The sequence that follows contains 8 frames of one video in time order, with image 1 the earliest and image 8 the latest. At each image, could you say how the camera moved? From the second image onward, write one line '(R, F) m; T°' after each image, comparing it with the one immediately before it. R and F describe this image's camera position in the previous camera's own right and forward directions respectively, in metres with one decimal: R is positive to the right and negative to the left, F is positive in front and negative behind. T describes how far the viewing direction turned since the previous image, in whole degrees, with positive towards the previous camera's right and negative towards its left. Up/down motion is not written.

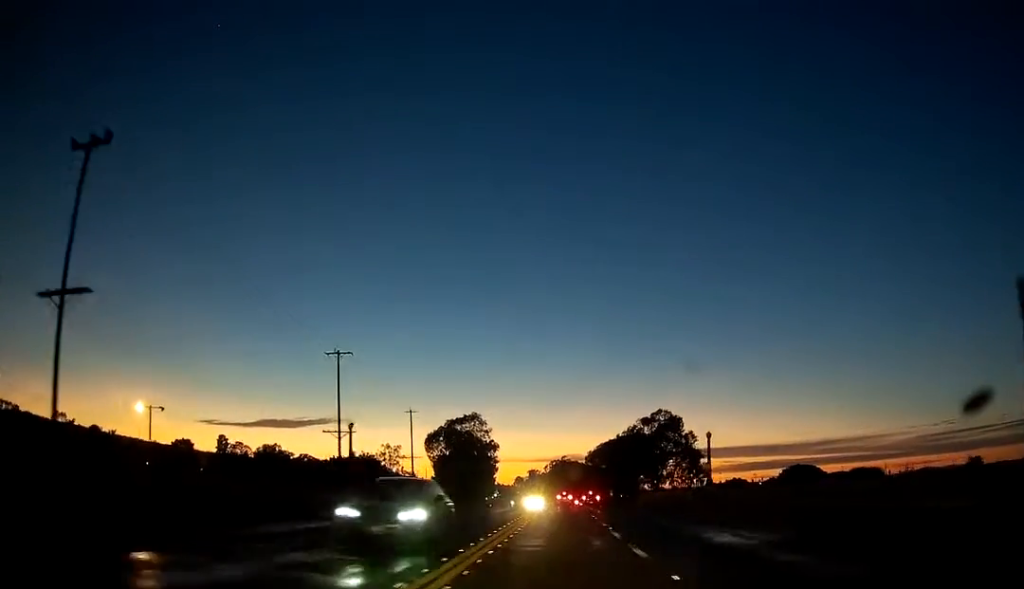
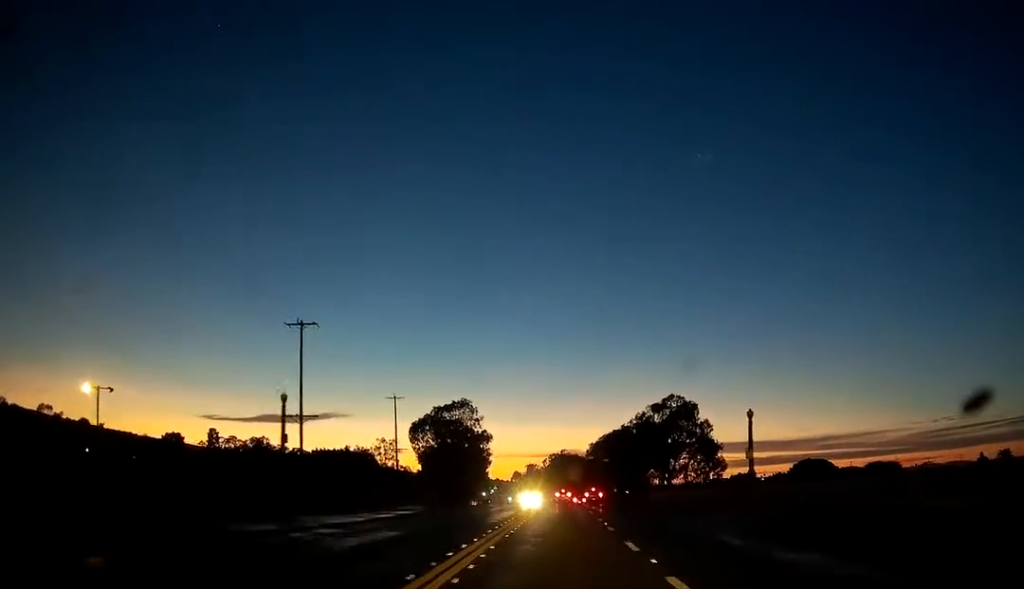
(0.0, +12.1) m; 0°
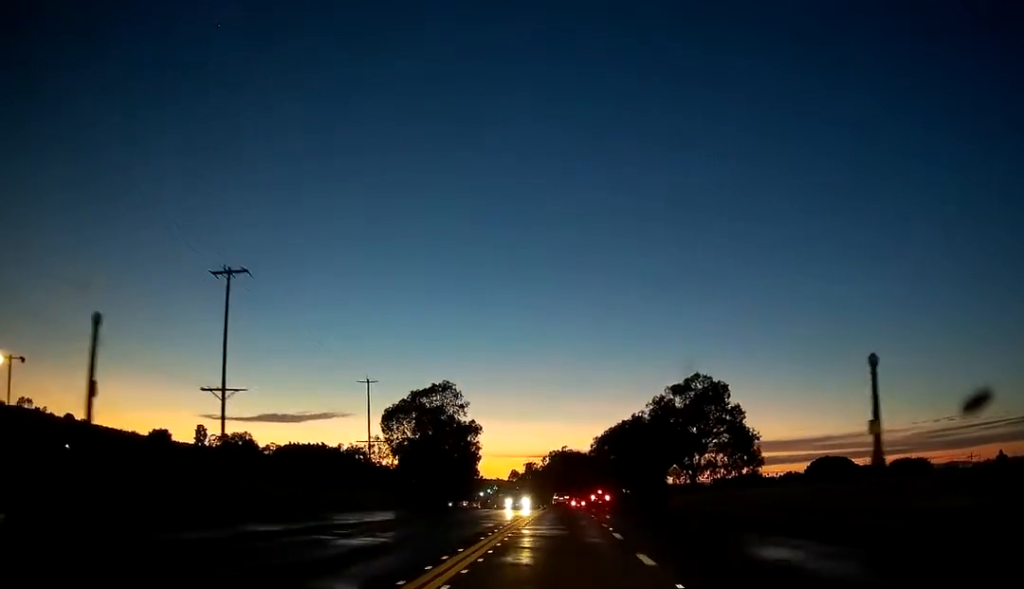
(0.0, +16.8) m; 0°
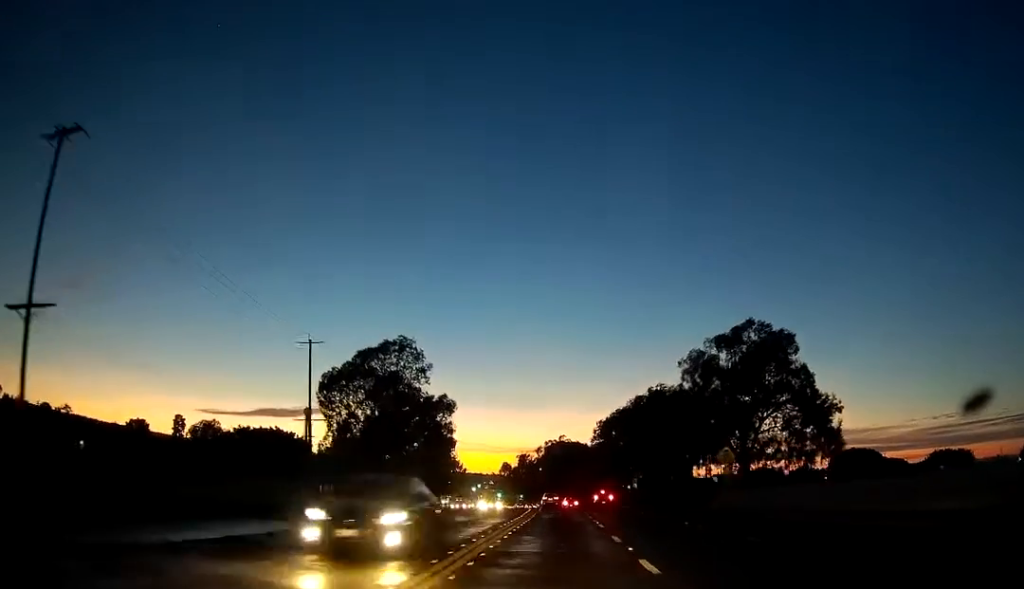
(-0.2, +22.9) m; -1°
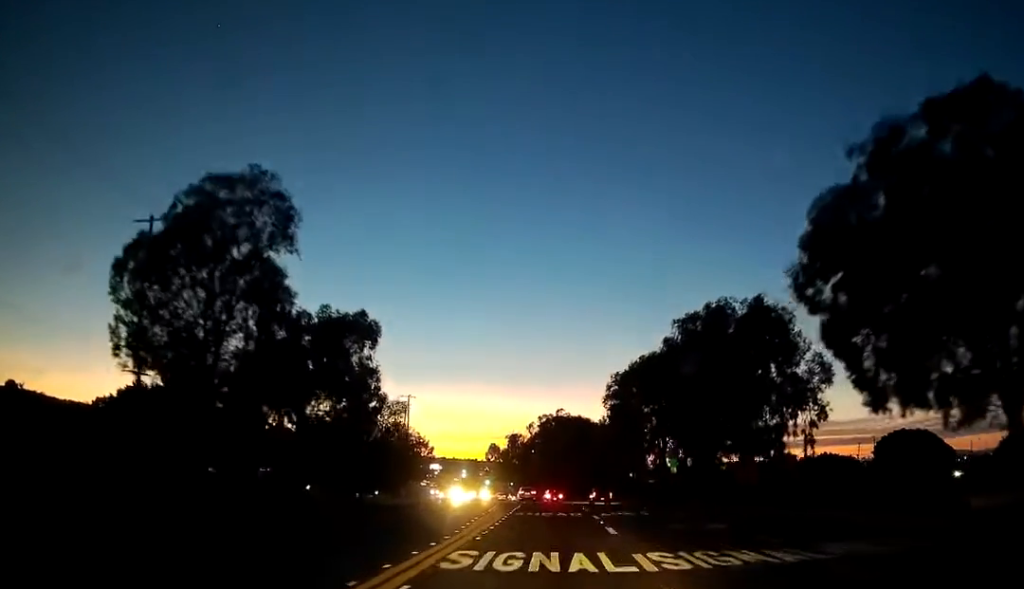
(+0.2, +33.4) m; +1°
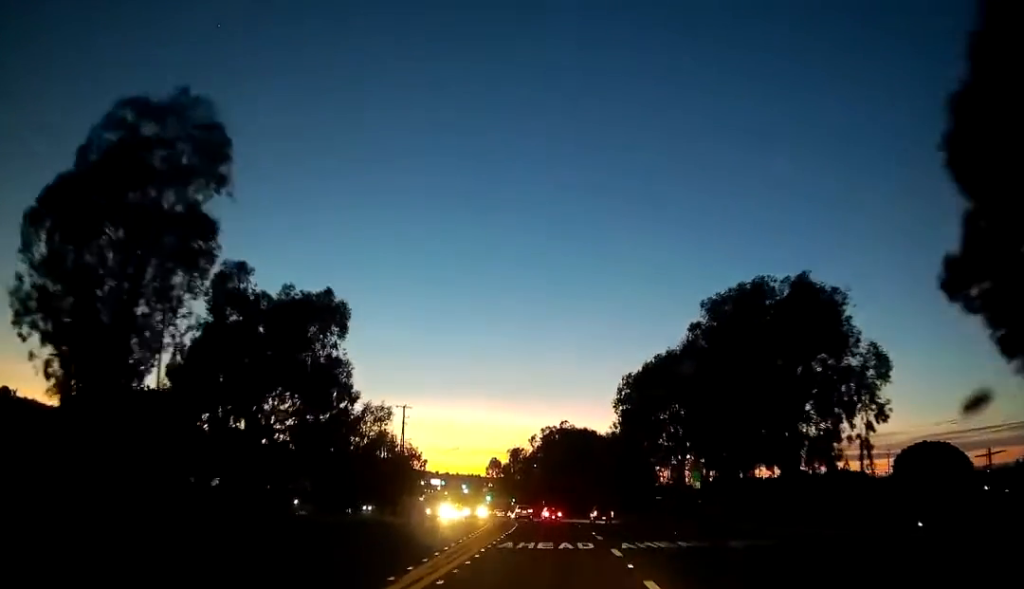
(0.0, +8.7) m; -1°
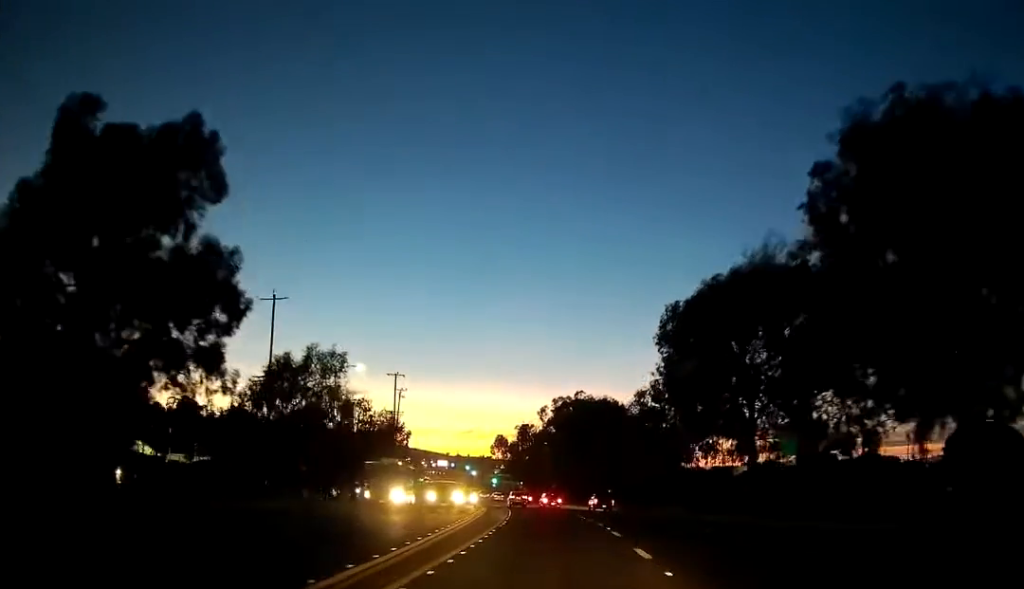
(-0.2, +18.9) m; -1°
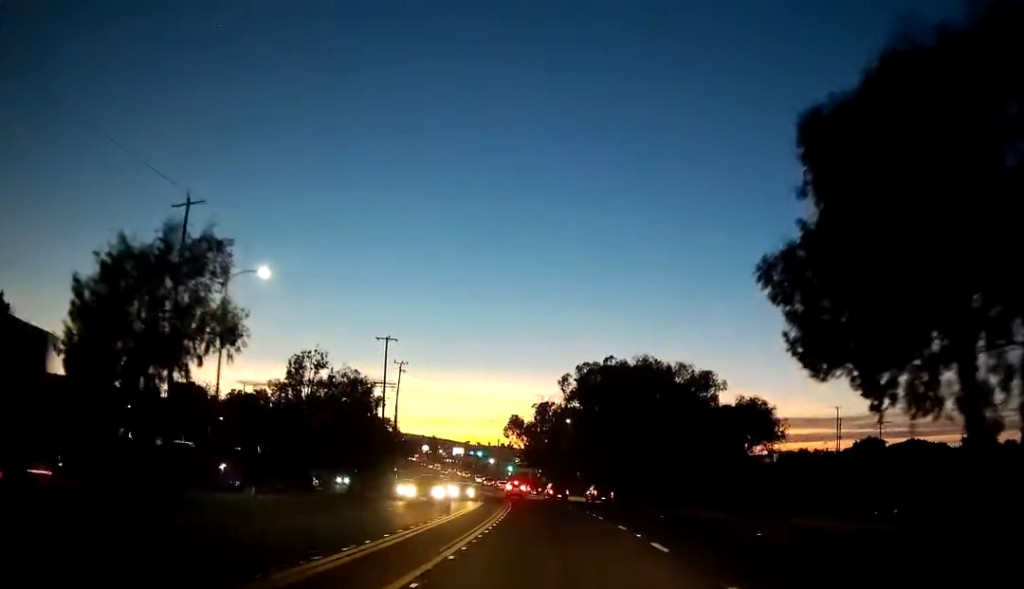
(-0.2, +21.8) m; -1°
